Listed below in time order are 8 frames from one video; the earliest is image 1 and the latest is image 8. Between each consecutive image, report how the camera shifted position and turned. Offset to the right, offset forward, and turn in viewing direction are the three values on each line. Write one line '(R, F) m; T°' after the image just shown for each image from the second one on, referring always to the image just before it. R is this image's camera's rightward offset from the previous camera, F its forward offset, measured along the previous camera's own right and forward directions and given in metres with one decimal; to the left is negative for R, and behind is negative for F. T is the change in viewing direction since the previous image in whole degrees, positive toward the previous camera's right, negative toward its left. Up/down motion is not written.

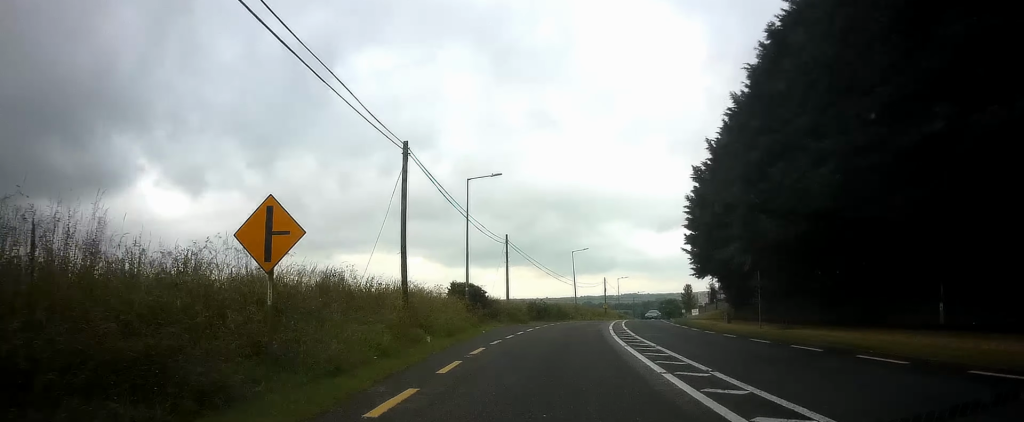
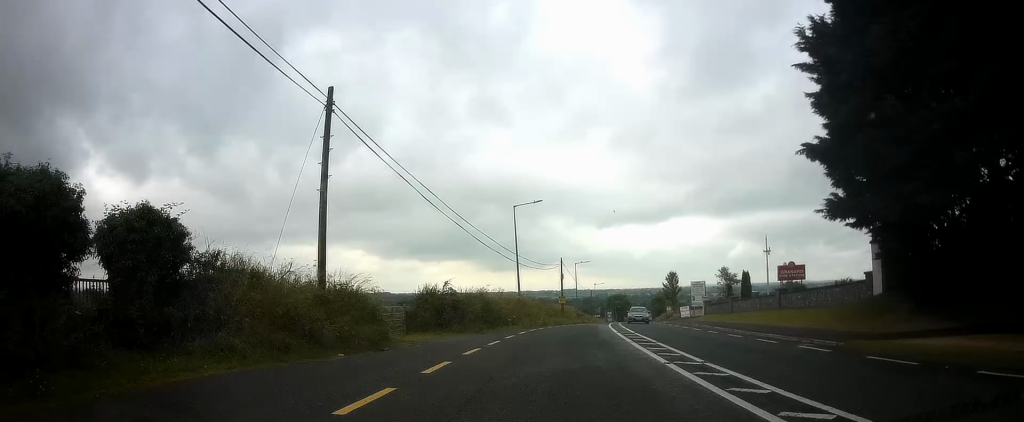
(+1.6, +32.9) m; +5°
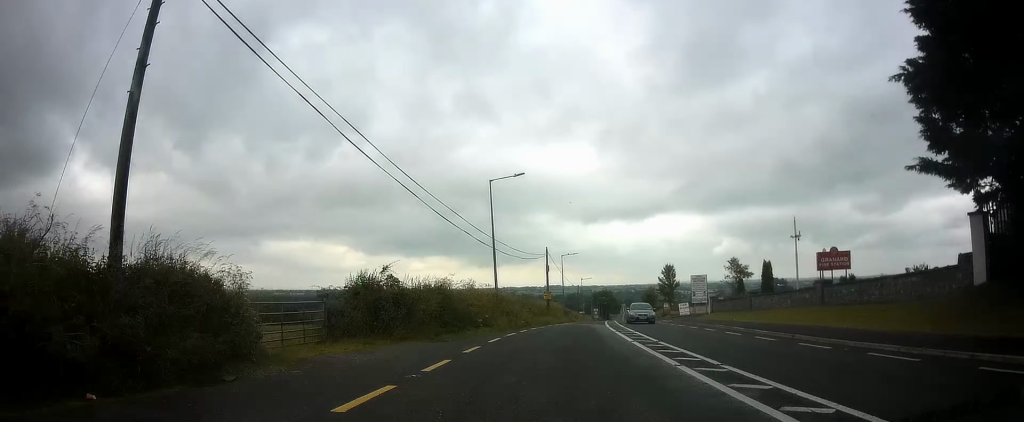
(+0.3, +8.3) m; +1°
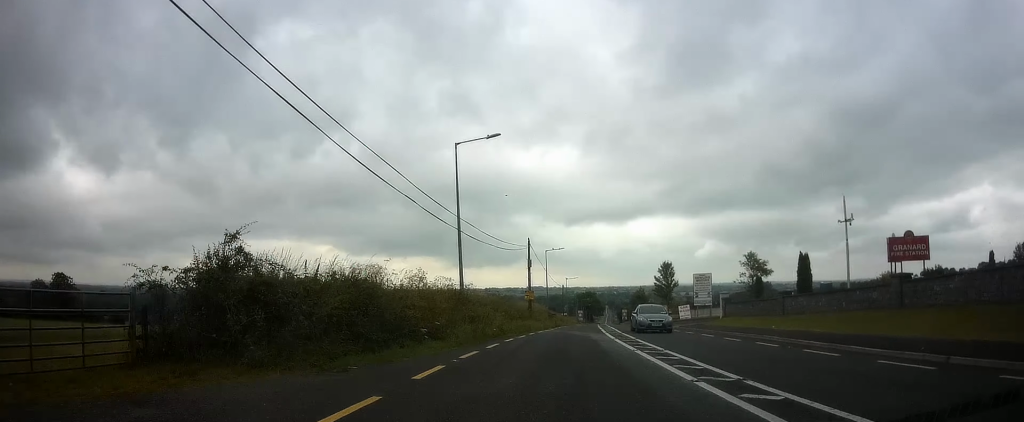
(+0.1, +8.9) m; +1°
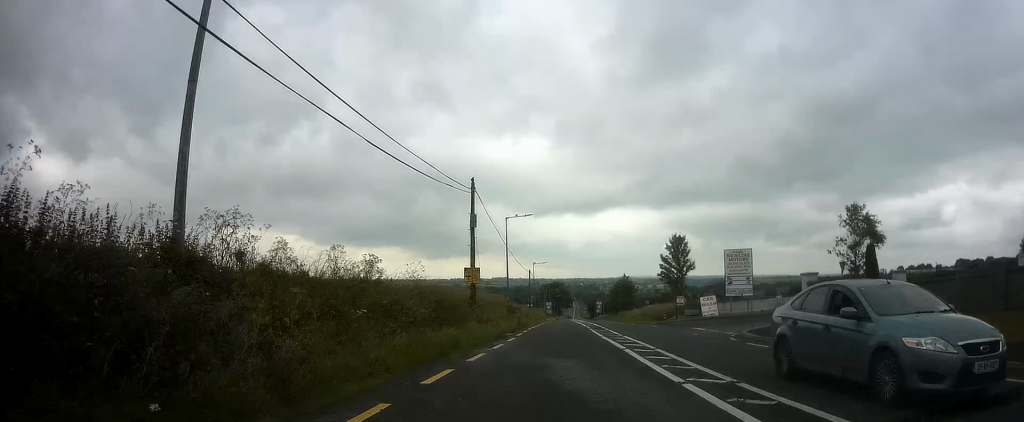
(+0.4, +21.0) m; +3°
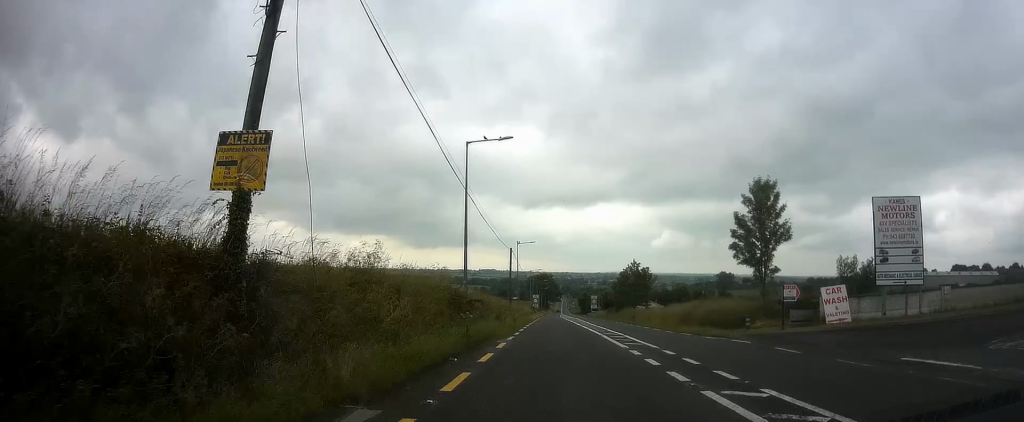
(+0.7, +21.4) m; +3°
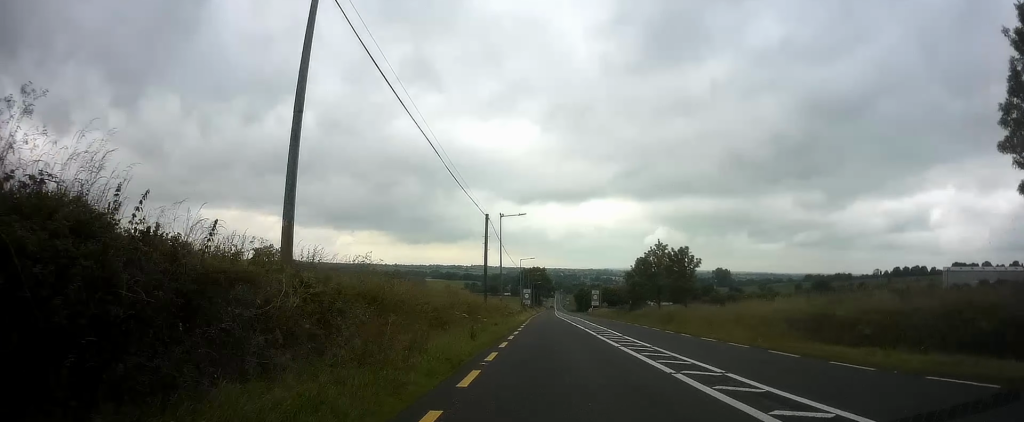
(+0.4, +19.5) m; +1°
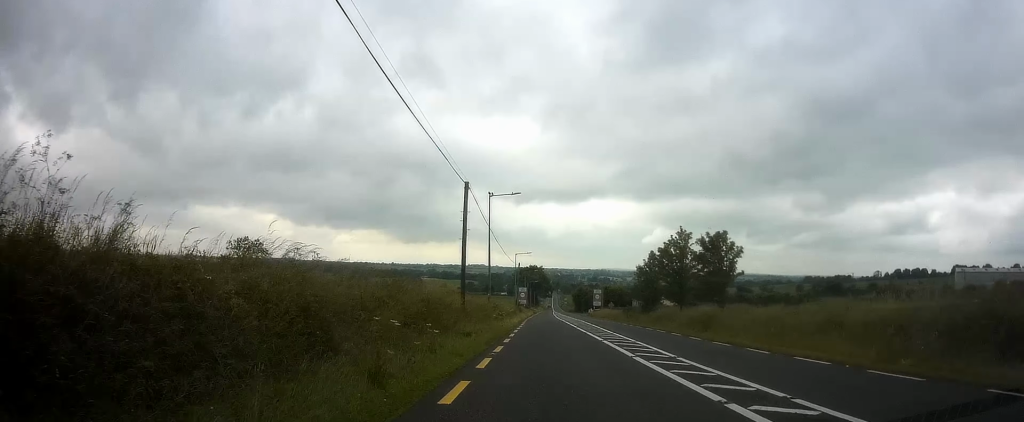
(+0.1, +9.6) m; 0°
